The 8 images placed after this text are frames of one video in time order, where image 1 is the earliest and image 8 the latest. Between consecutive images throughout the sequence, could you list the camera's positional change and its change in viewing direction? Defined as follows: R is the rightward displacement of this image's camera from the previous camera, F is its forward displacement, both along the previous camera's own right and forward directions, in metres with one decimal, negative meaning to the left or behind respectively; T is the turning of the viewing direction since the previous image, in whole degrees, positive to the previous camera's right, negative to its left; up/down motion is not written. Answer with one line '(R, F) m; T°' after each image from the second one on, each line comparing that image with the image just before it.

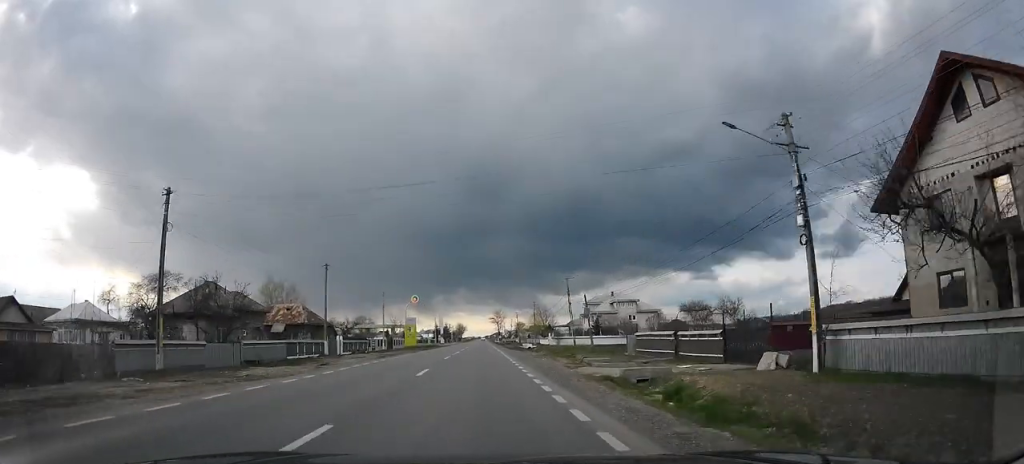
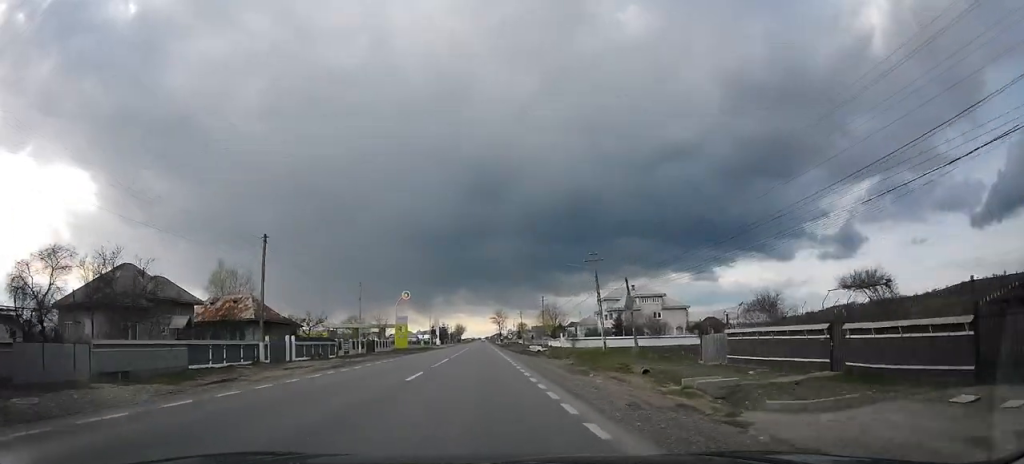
(-0.3, +13.4) m; -1°
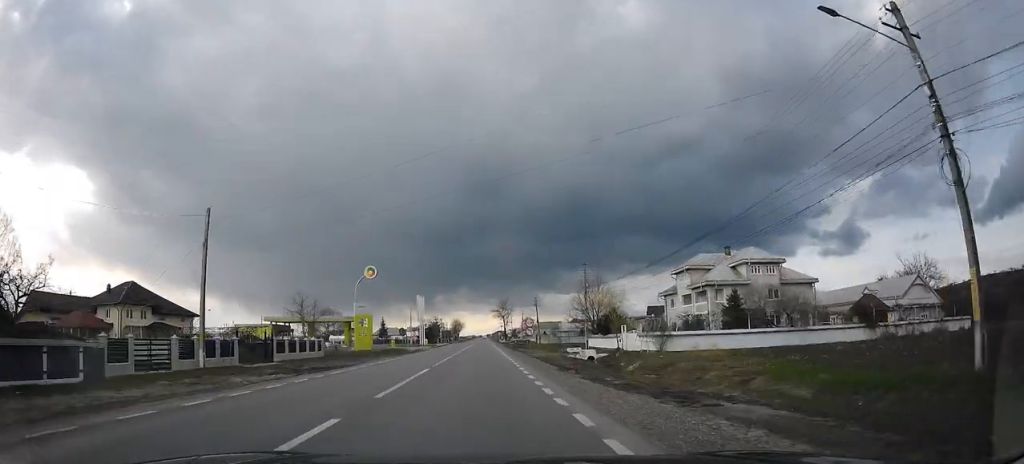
(+0.5, +33.3) m; +3°
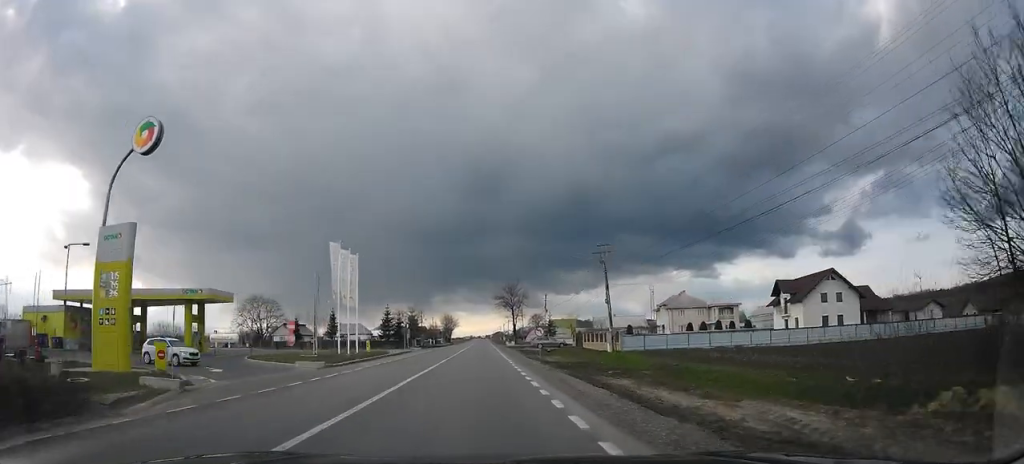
(+1.5, +50.9) m; +2°
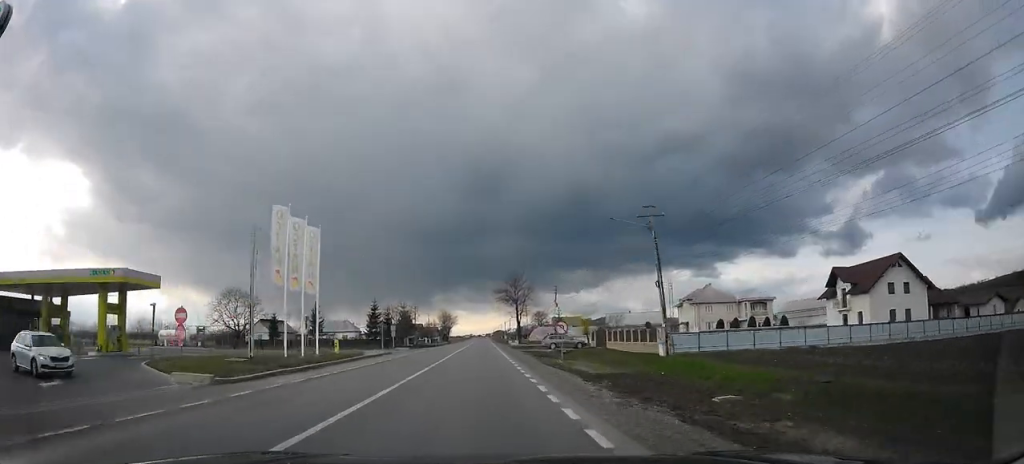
(0.0, +11.4) m; 0°
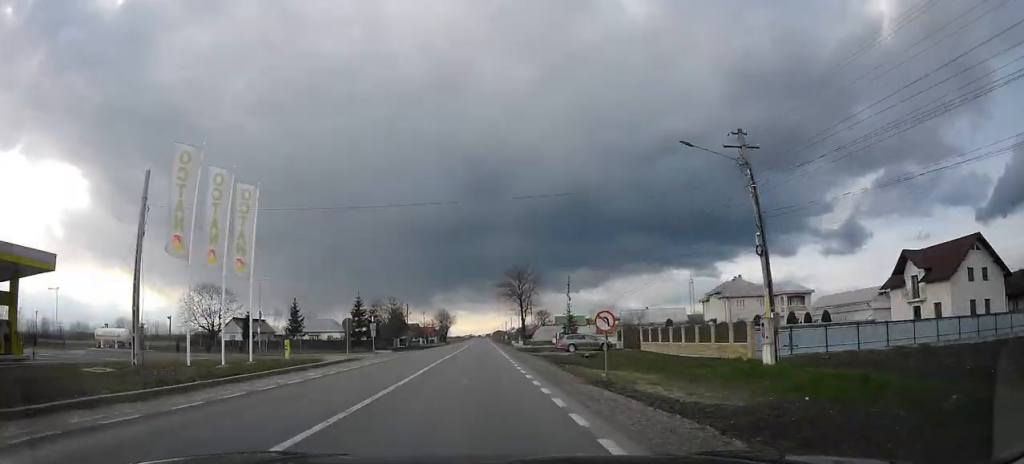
(0.0, +10.7) m; 0°
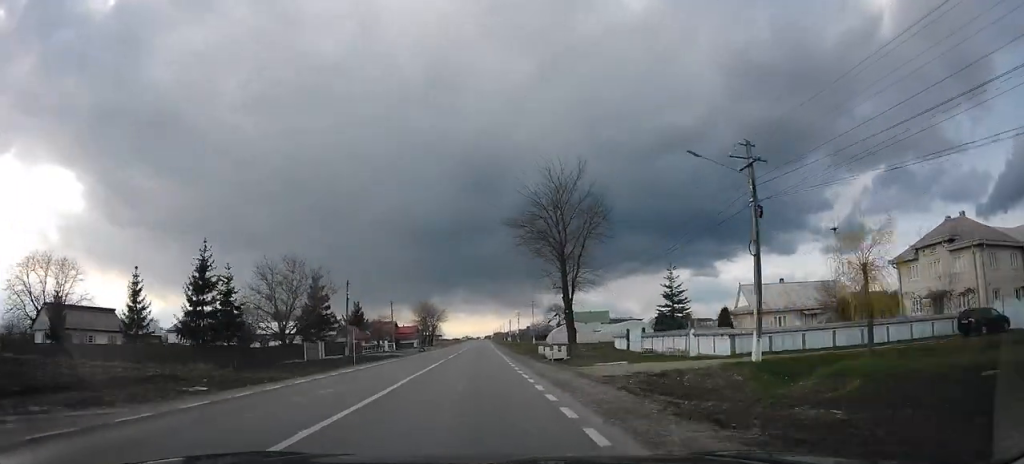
(-0.3, +42.1) m; -1°
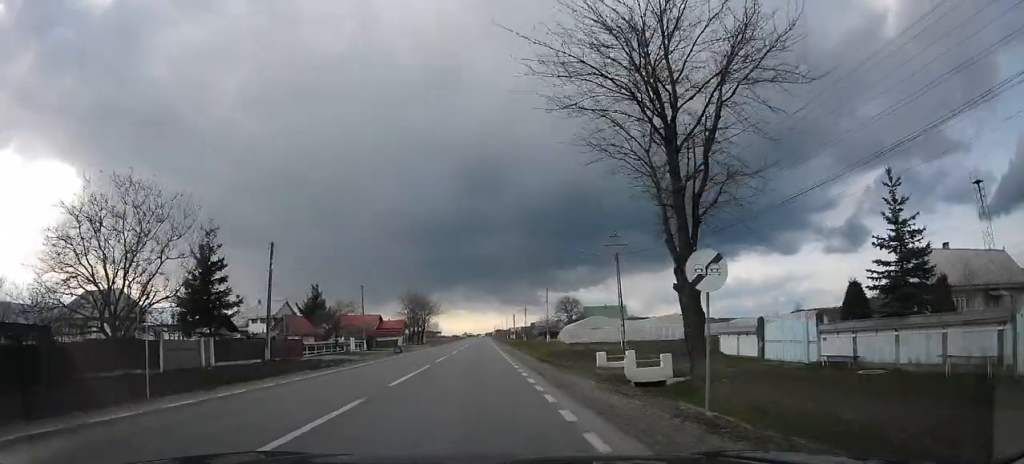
(-0.3, +20.8) m; +1°
